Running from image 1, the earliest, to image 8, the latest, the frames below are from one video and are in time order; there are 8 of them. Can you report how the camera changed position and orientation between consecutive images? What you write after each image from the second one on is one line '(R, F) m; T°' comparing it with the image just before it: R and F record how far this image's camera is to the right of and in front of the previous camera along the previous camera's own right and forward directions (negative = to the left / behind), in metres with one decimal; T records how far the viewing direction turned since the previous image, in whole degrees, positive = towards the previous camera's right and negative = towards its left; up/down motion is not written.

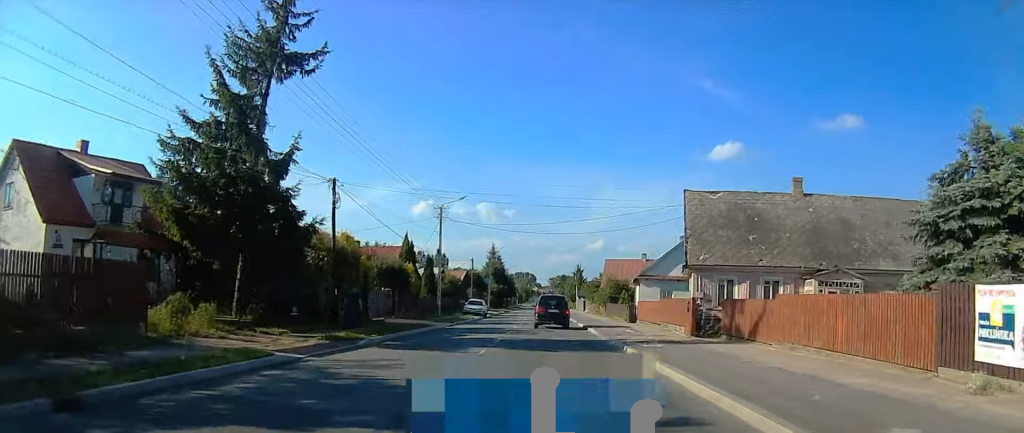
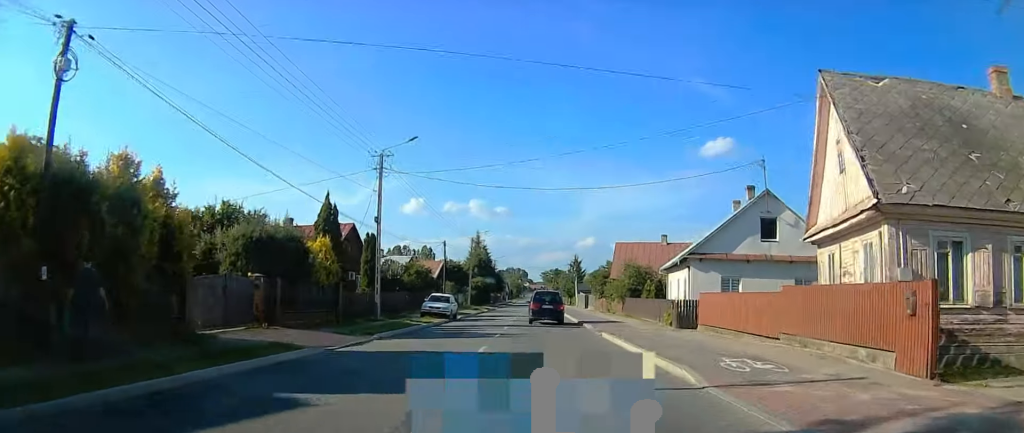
(-0.1, +14.6) m; 0°
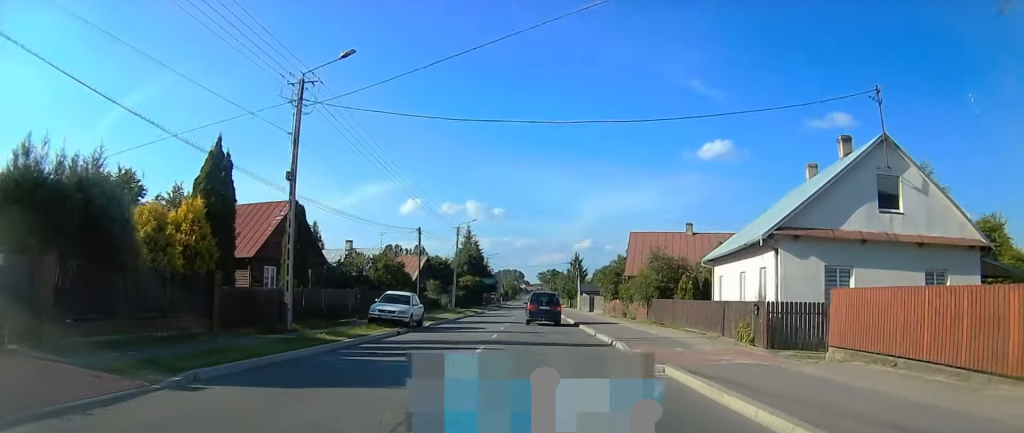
(+0.2, +10.5) m; +2°
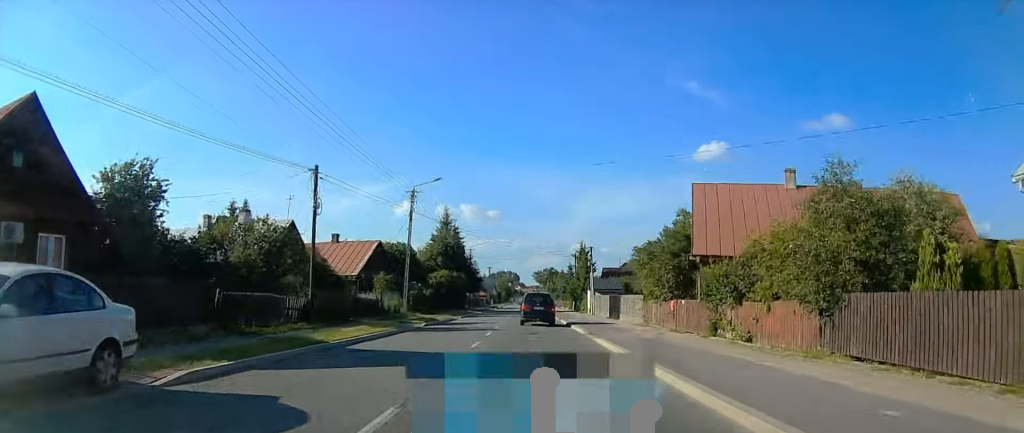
(+0.4, +21.6) m; 0°
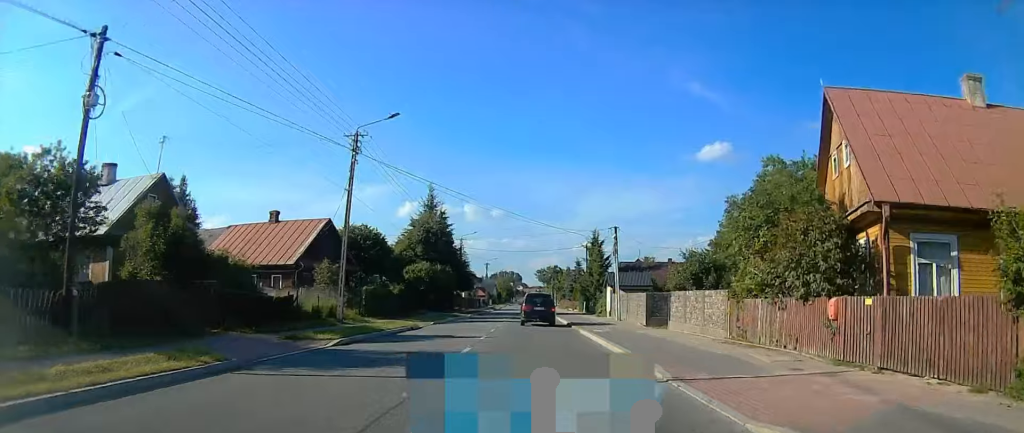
(-0.2, +14.3) m; 0°
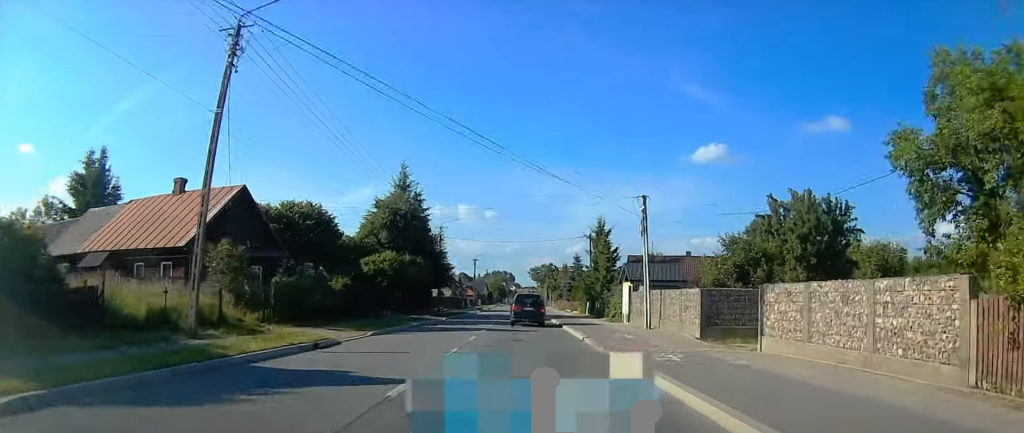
(+0.1, +13.6) m; 0°
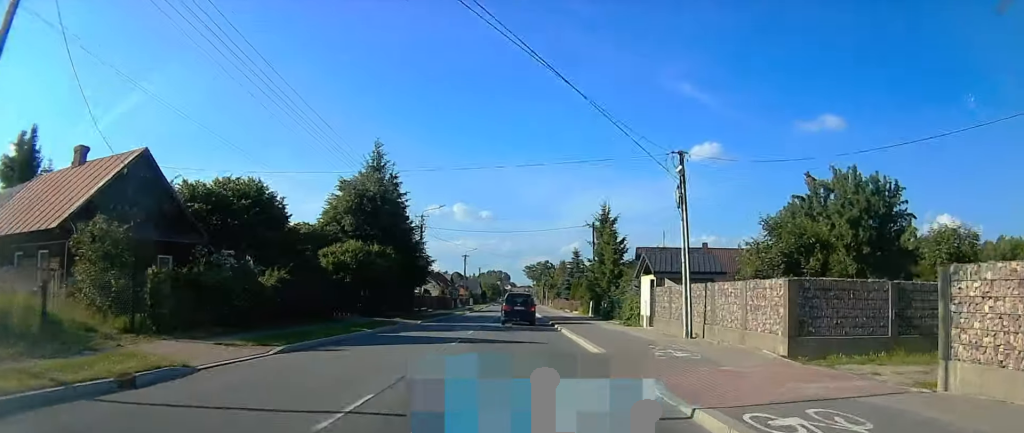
(+0.1, +9.7) m; 0°
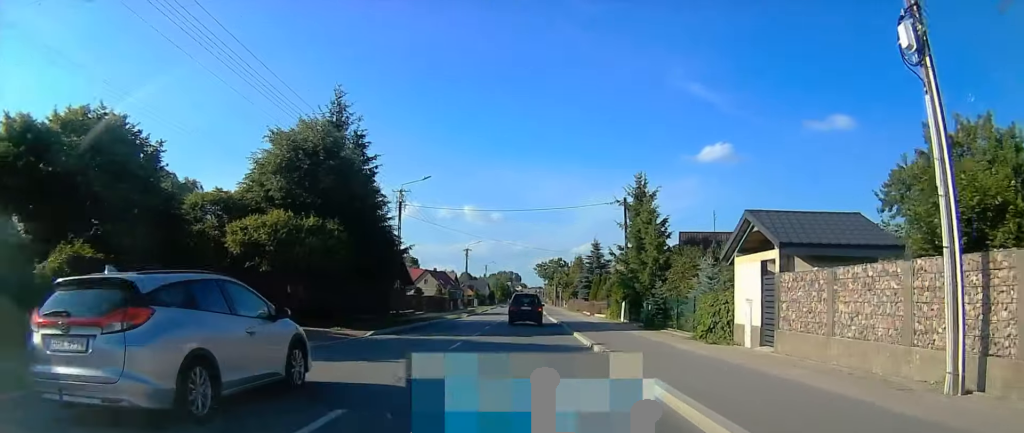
(0.0, +15.3) m; 0°
